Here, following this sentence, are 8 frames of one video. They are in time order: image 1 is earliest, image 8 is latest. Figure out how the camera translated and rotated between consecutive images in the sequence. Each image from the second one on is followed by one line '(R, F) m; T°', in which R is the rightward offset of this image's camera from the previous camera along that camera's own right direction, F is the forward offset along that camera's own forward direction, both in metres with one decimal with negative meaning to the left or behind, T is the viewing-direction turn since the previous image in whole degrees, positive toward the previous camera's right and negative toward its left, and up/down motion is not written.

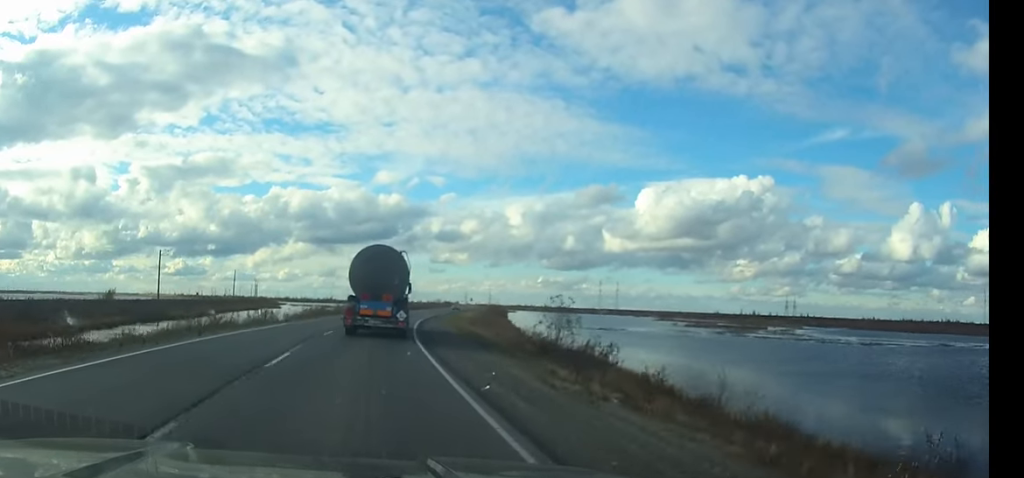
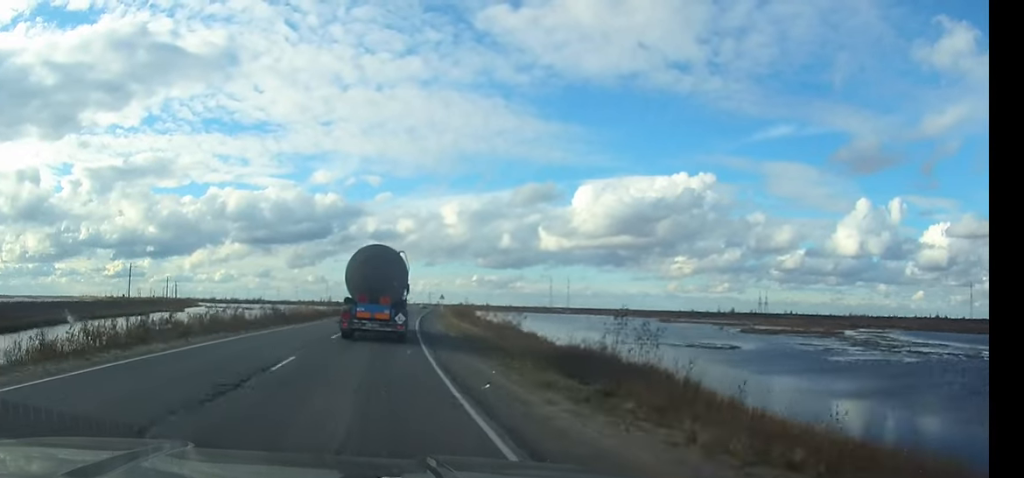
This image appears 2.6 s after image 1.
(+2.1, +47.4) m; +5°
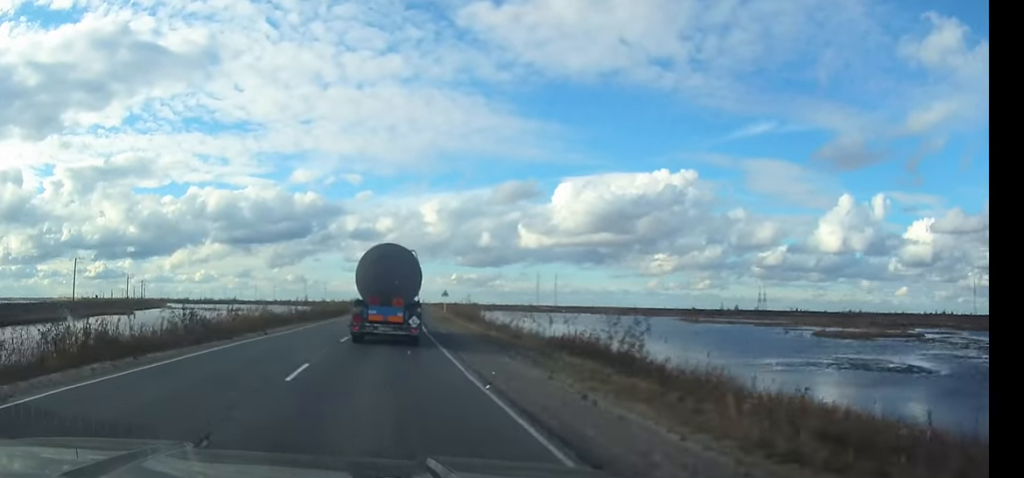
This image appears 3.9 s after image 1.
(+0.5, +26.3) m; +2°
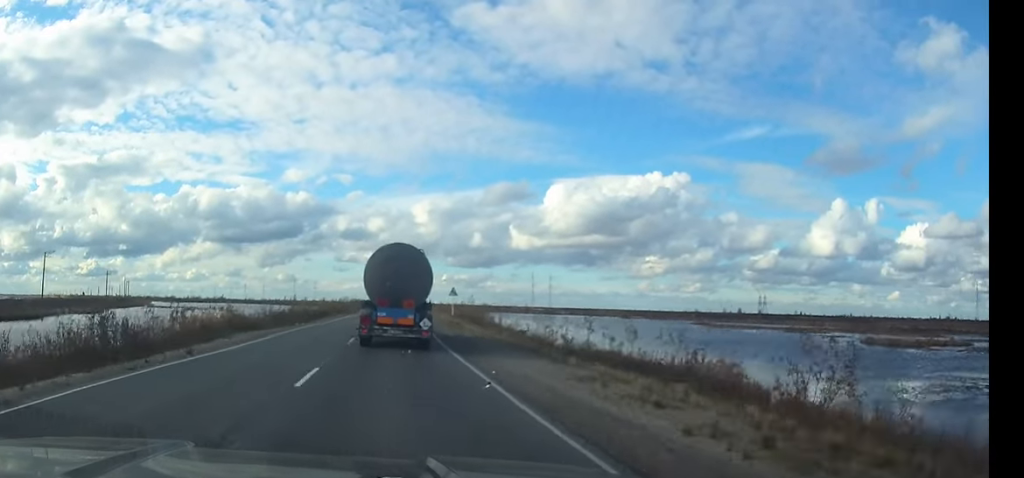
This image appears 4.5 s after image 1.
(0.0, +13.2) m; +1°
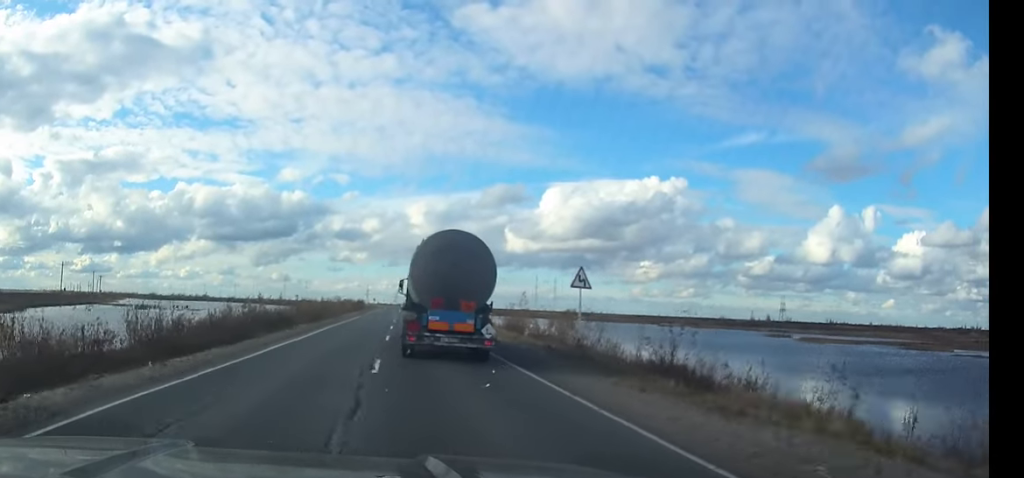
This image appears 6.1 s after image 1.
(+0.4, +34.2) m; +1°
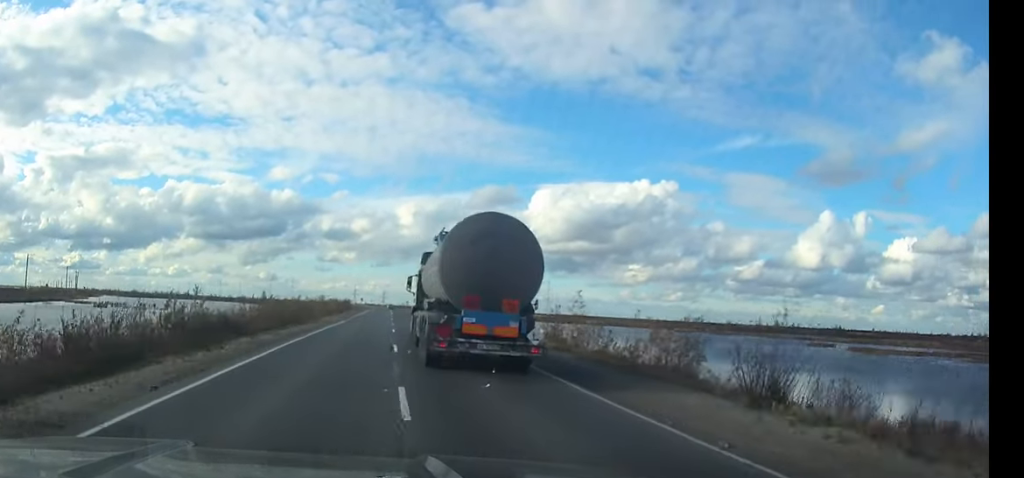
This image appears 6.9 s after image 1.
(+0.2, +17.6) m; +1°
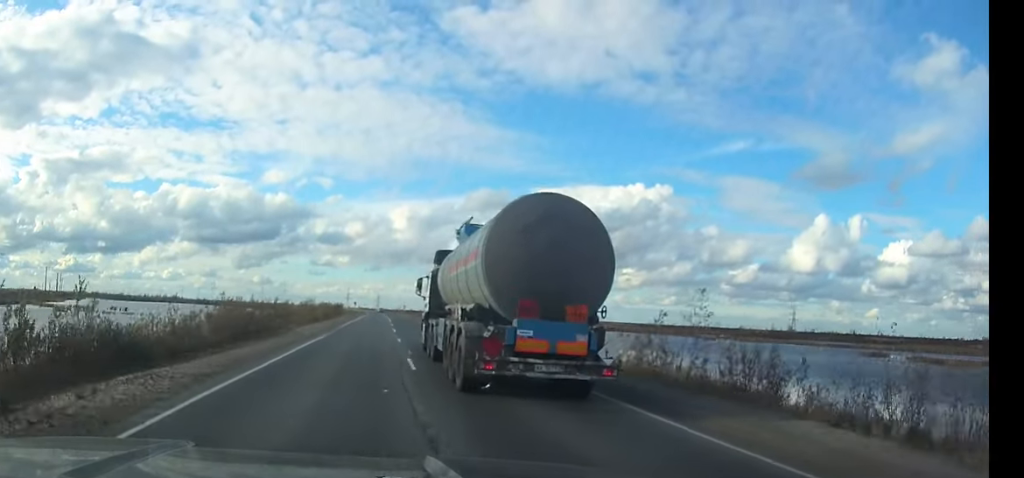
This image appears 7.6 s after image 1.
(+0.1, +16.2) m; 0°
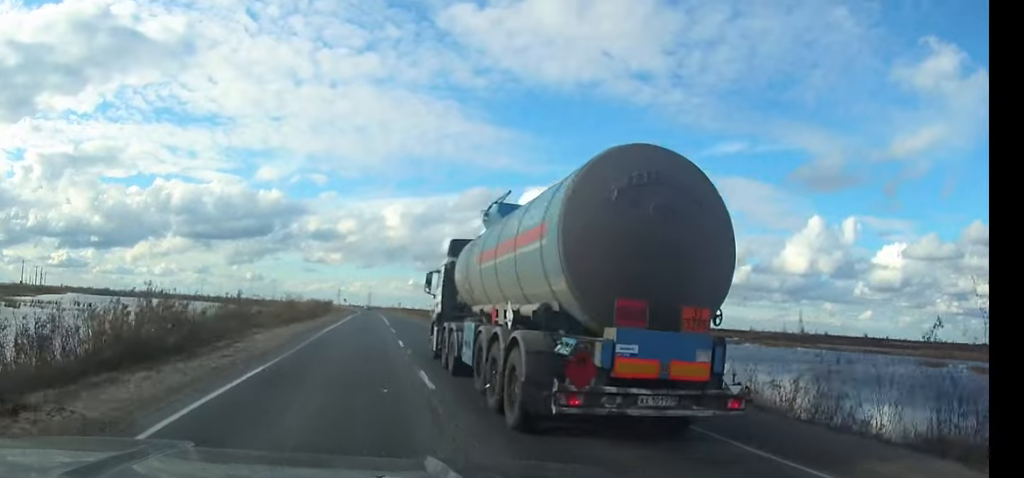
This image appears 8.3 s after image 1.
(0.0, +15.9) m; 0°
